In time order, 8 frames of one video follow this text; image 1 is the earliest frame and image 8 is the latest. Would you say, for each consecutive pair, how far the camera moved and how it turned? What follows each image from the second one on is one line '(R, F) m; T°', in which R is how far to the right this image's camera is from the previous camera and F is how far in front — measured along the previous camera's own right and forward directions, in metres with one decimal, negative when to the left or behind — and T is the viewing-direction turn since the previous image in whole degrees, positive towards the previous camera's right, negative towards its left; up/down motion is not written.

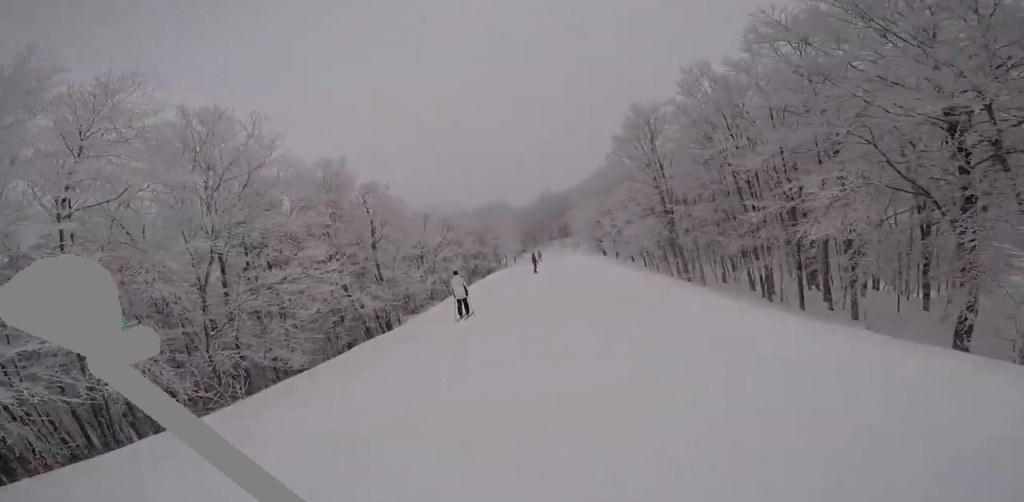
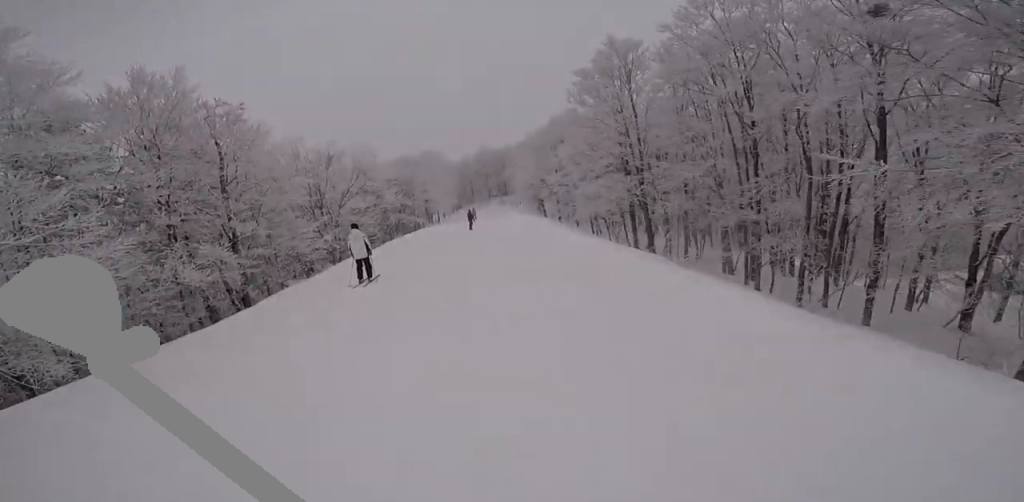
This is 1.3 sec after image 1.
(+0.7, +6.1) m; +7°
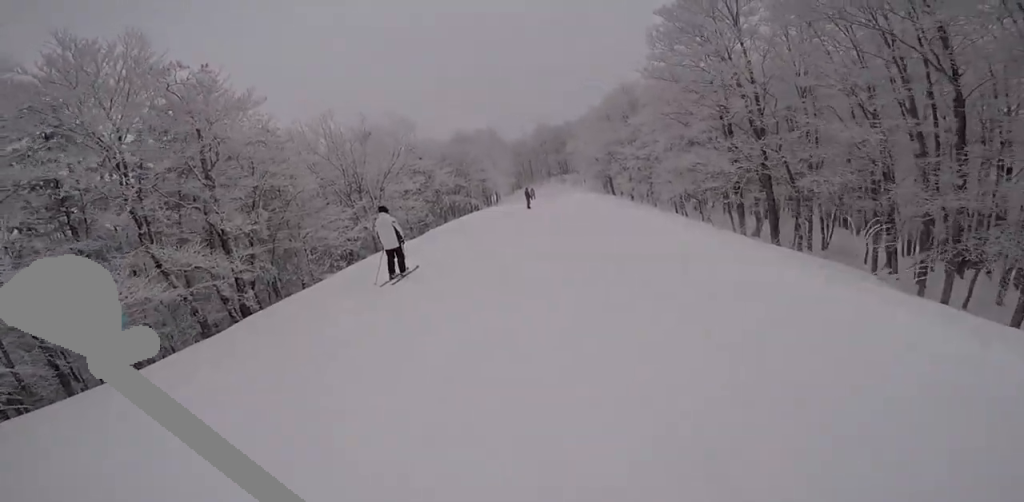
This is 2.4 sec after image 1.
(0.0, +4.8) m; 0°
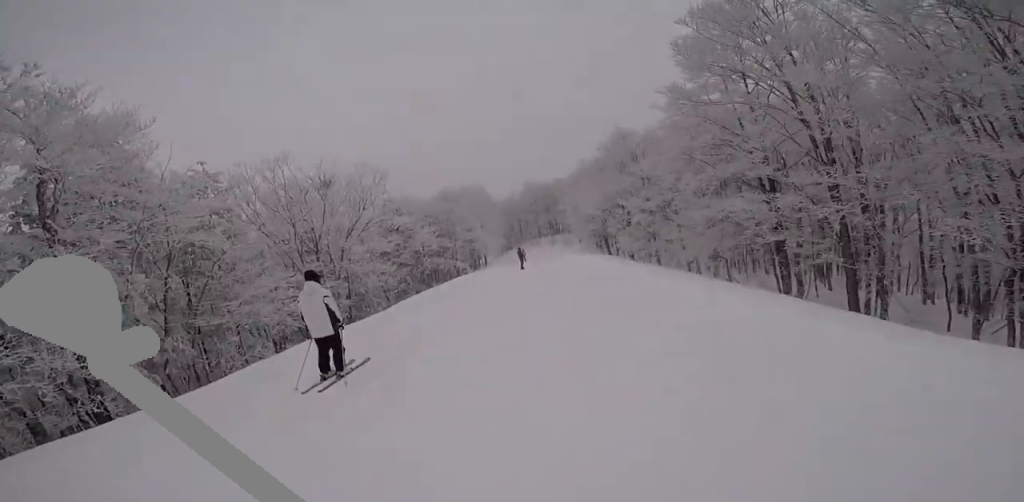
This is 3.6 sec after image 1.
(0.0, +4.3) m; 0°
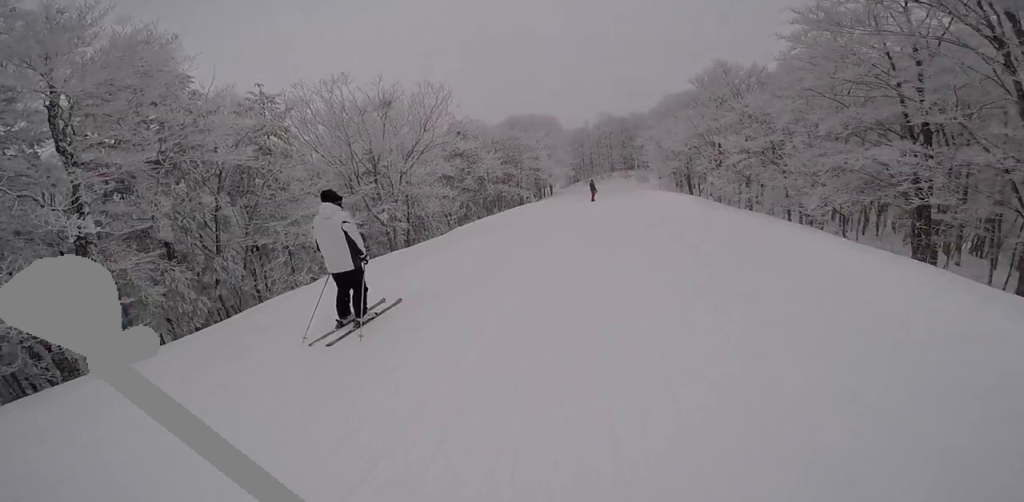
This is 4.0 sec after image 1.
(0.0, +1.6) m; 0°
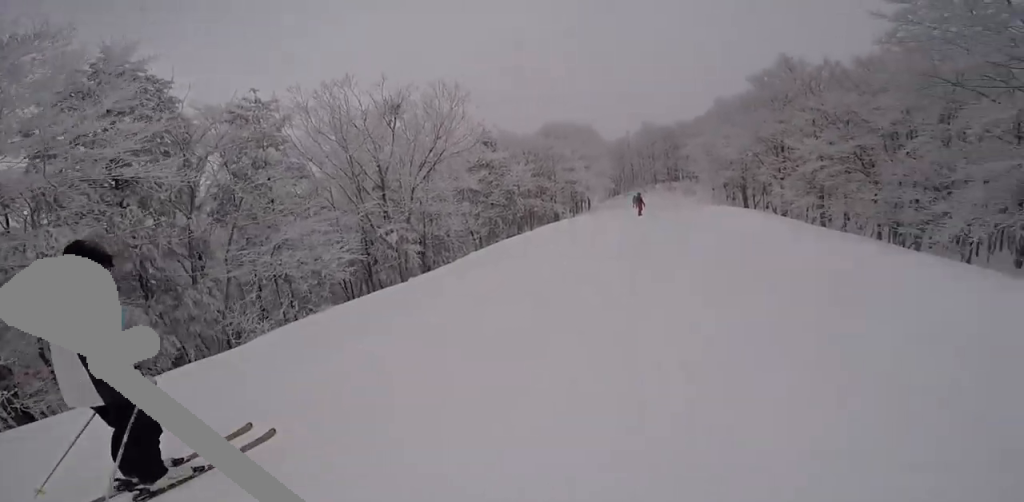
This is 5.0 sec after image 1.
(0.0, +3.2) m; 0°
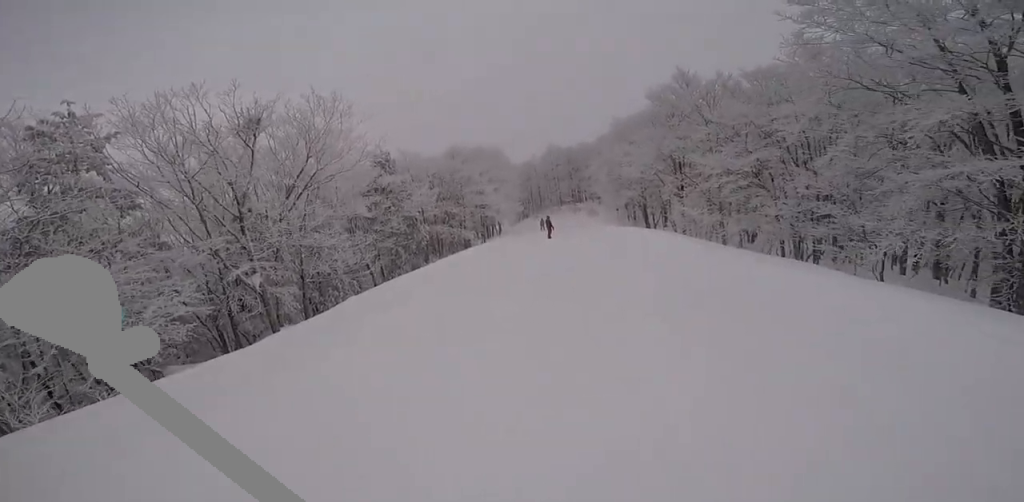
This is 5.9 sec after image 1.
(0.0, +2.5) m; 0°
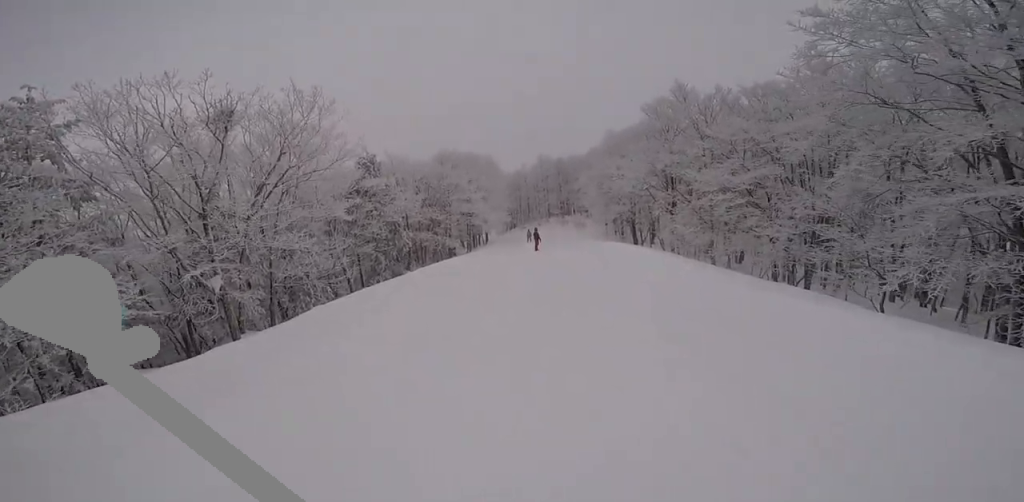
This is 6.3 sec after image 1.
(0.0, +1.1) m; 0°
